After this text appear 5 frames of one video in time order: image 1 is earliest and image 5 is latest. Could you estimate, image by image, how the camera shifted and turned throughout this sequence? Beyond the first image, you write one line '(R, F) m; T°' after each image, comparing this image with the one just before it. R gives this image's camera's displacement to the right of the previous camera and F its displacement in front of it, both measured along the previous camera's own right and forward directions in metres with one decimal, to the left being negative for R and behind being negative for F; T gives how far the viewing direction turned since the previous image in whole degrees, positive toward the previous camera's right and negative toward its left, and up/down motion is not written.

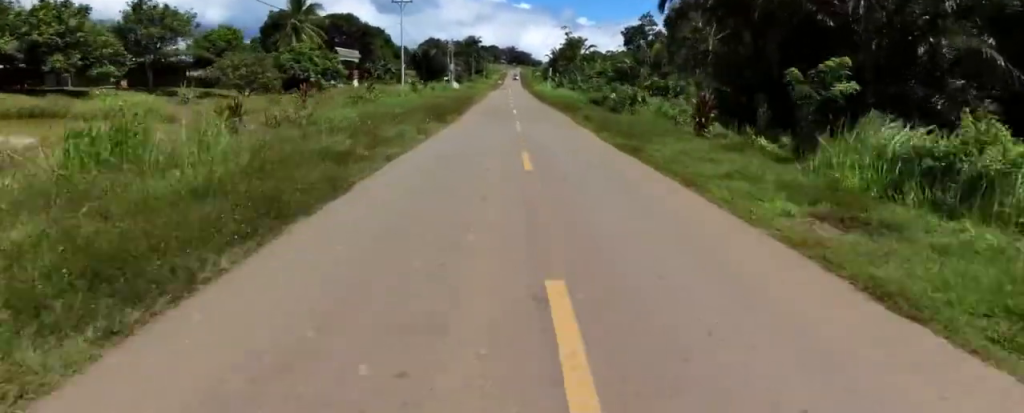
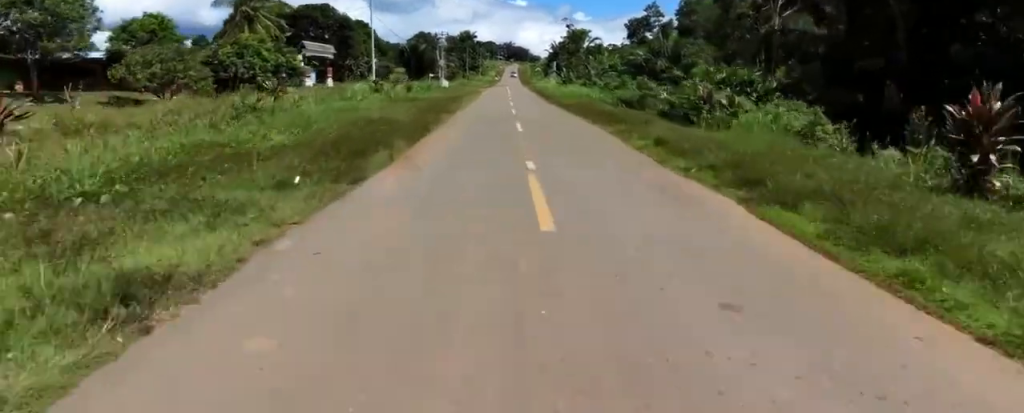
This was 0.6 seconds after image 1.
(0.0, +11.7) m; -1°
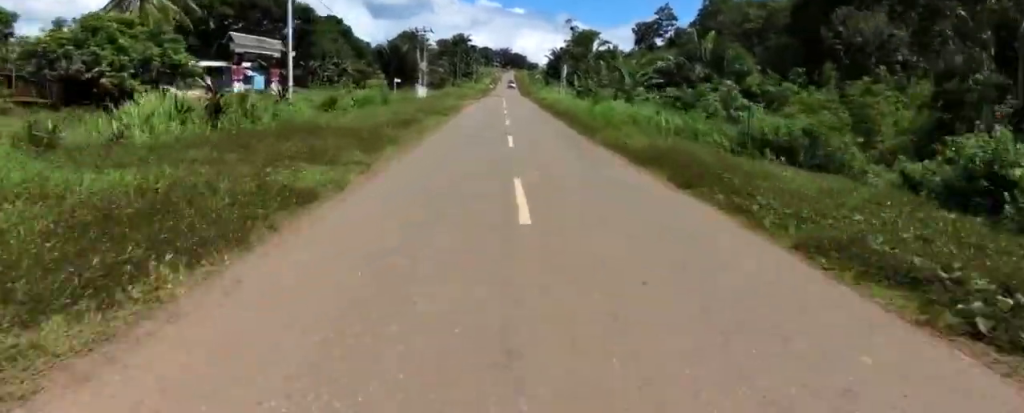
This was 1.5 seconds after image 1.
(-0.2, +16.6) m; -1°
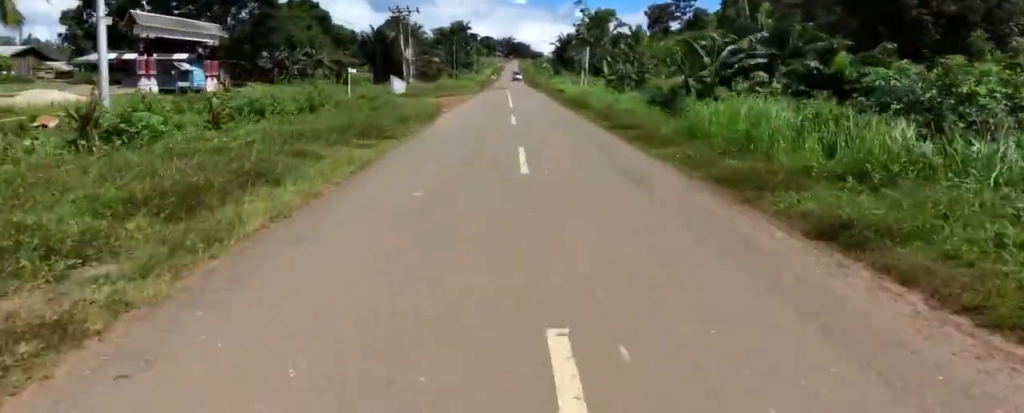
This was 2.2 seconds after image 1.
(0.0, +13.7) m; +1°
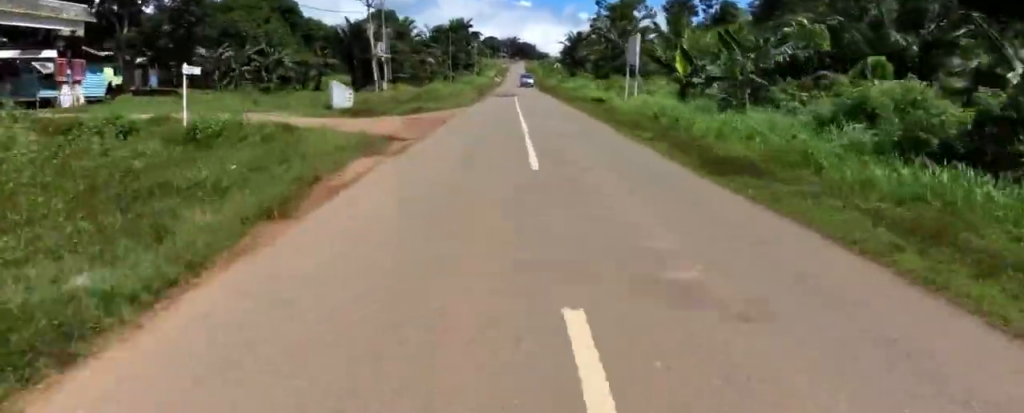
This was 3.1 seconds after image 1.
(+0.2, +15.7) m; +1°
